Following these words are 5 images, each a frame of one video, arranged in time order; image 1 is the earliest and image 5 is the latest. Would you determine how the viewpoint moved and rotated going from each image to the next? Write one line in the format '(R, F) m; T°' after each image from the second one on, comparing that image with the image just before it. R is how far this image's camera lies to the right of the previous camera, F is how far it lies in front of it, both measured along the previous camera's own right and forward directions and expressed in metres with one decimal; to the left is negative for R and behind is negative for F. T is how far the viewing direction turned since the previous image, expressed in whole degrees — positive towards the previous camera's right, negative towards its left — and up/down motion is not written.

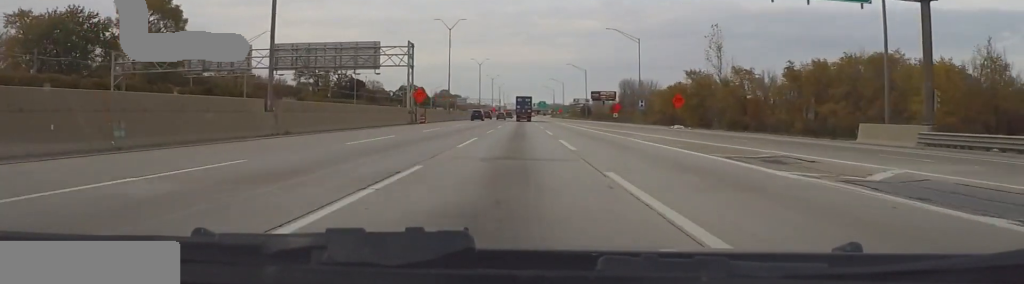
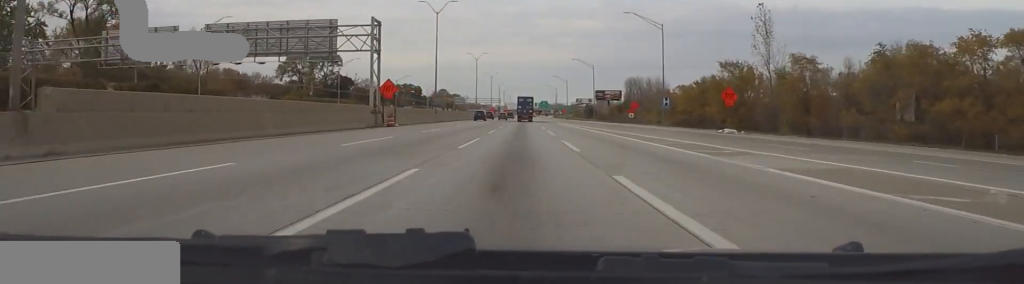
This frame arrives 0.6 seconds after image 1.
(-0.1, +16.2) m; 0°
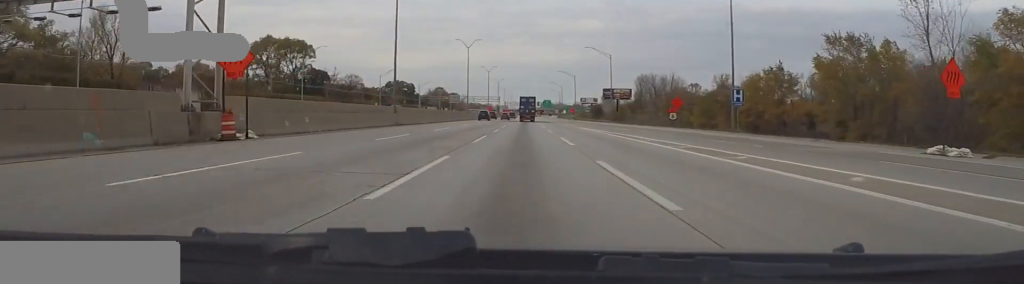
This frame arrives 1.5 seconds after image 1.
(+0.8, +27.2) m; +2°
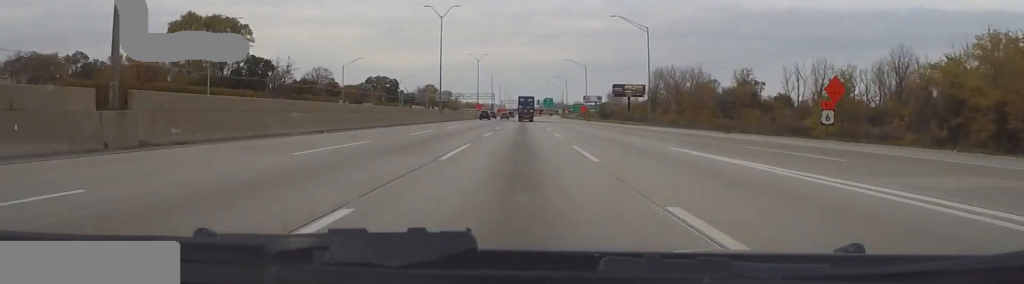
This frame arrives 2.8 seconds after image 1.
(+0.1, +38.7) m; 0°
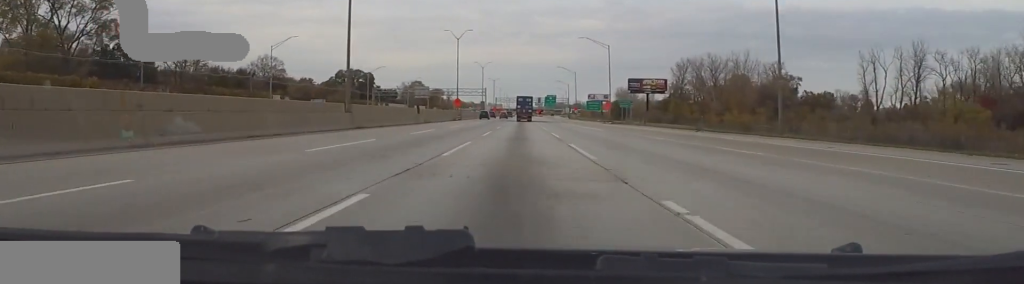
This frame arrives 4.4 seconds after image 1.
(0.0, +44.8) m; 0°
